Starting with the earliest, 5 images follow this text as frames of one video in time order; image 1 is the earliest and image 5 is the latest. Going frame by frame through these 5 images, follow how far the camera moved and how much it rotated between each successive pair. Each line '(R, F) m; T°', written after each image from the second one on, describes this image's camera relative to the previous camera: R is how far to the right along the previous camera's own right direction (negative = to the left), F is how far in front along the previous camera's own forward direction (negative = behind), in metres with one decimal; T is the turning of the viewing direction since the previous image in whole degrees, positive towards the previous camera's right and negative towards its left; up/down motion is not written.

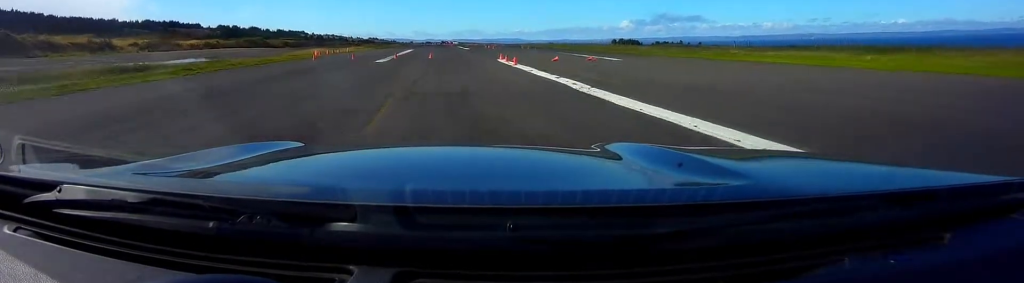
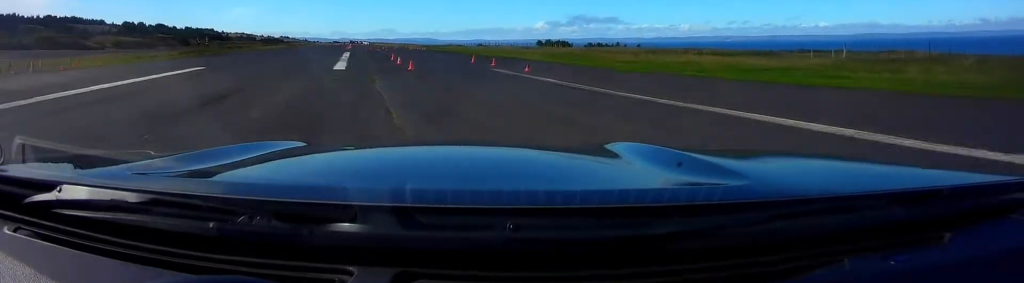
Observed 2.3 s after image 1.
(0.0, +37.5) m; +1°
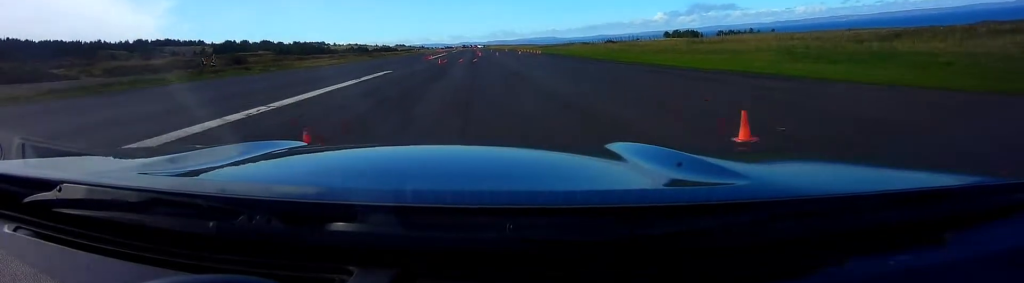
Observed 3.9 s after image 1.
(-0.9, +25.1) m; -7°
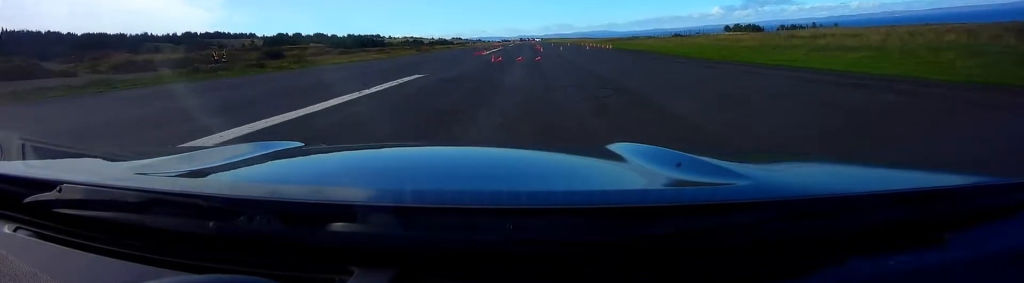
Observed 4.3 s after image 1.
(-0.6, +7.8) m; -3°
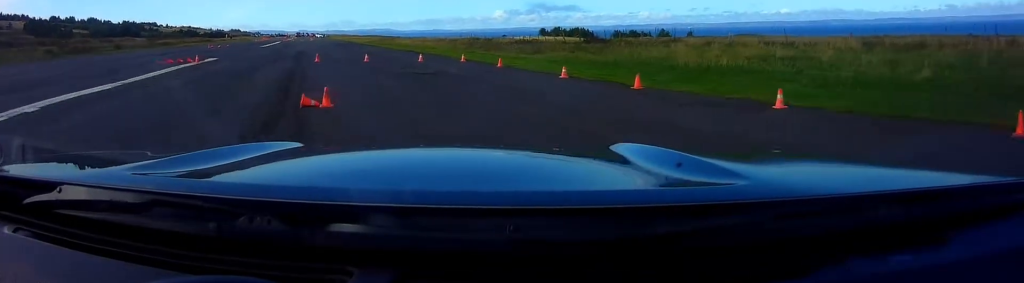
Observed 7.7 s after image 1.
(+4.7, +55.3) m; +11°
